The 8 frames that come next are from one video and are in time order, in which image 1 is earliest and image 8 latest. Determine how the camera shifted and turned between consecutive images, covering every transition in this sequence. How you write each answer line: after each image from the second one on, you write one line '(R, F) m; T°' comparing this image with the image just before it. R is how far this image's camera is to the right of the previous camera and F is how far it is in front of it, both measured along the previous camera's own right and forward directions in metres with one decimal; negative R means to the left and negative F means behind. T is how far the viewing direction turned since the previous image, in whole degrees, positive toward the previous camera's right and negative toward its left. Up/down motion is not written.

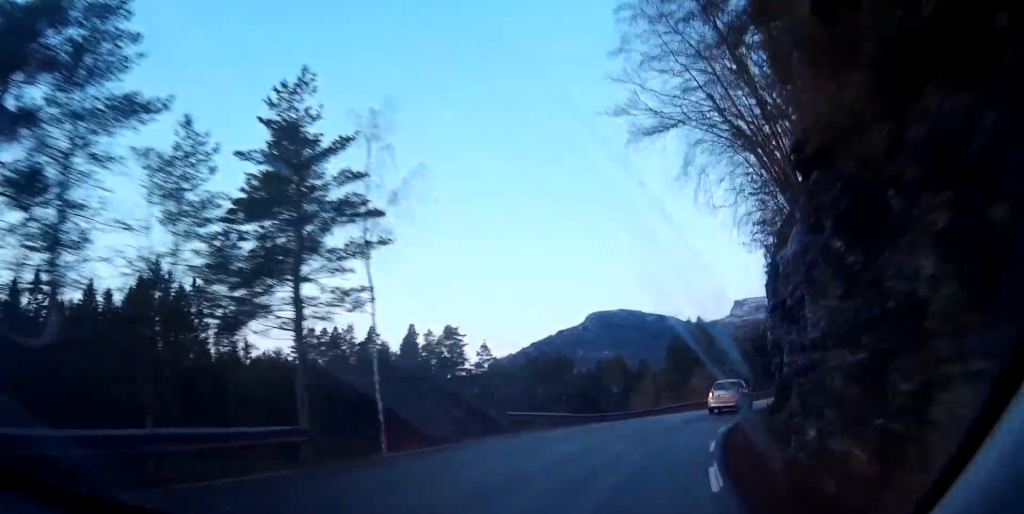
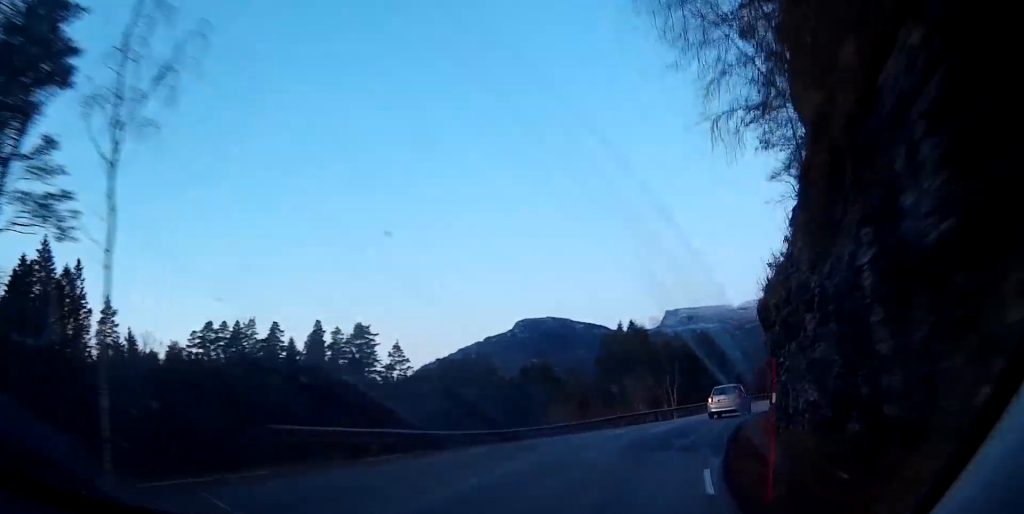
(-0.2, +12.2) m; 0°
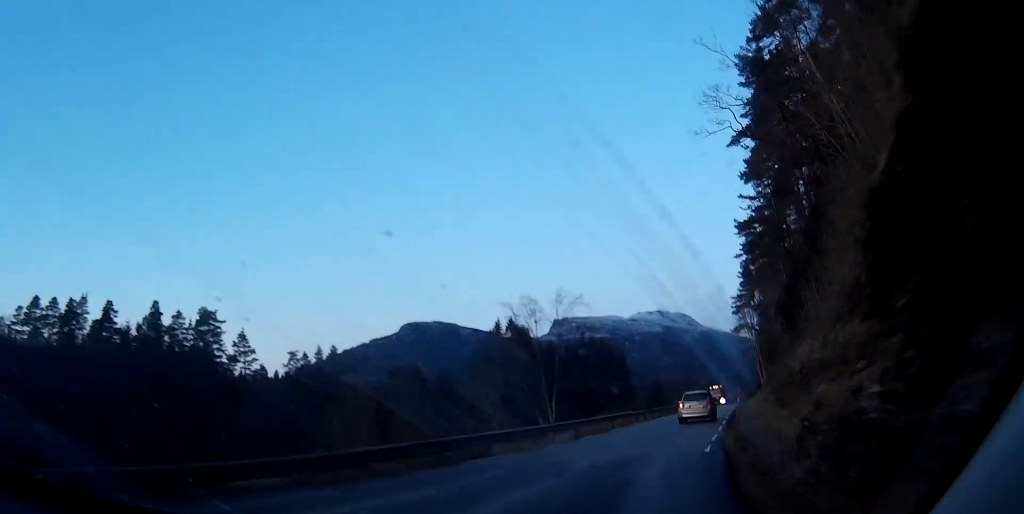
(+0.8, +17.6) m; +6°
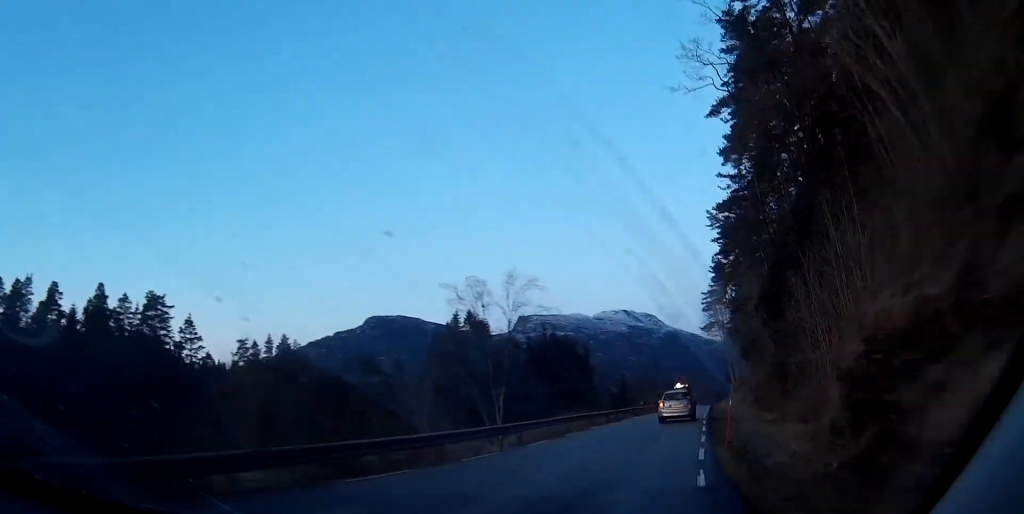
(+0.1, +5.7) m; +2°
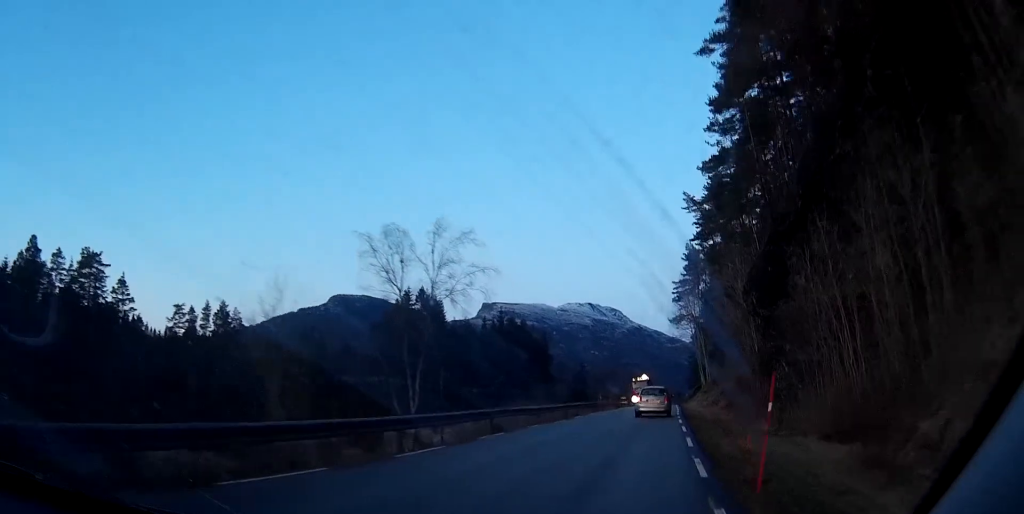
(+0.3, +8.9) m; +2°
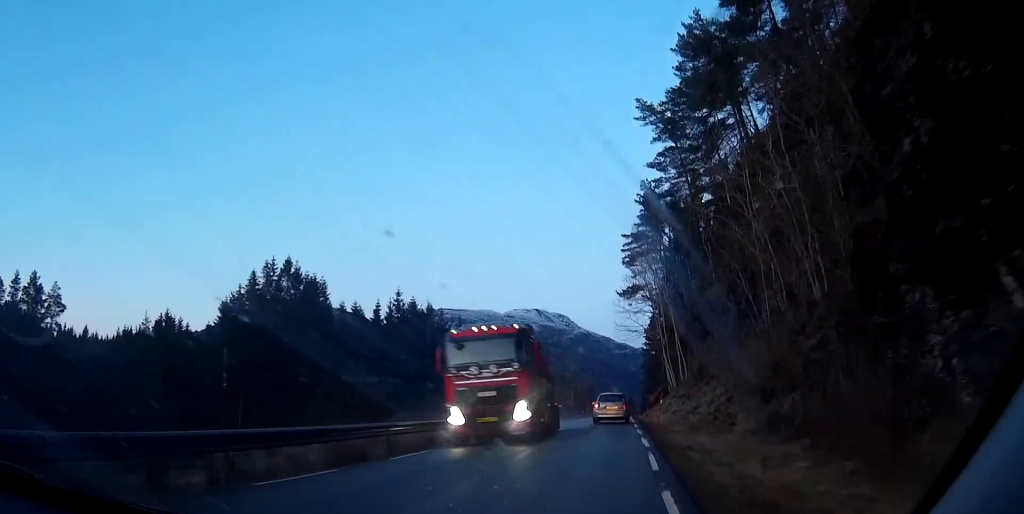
(+0.6, +32.0) m; +1°
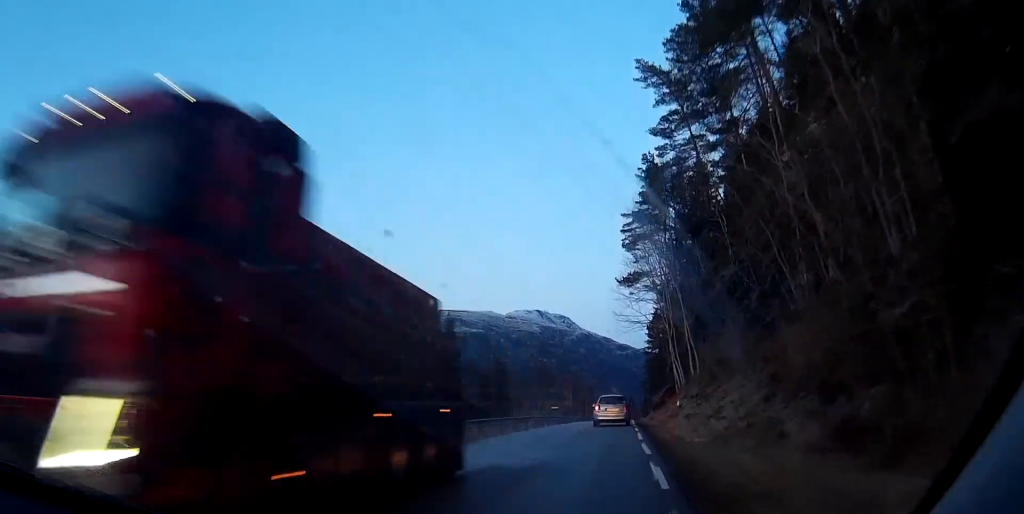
(0.0, +7.7) m; 0°
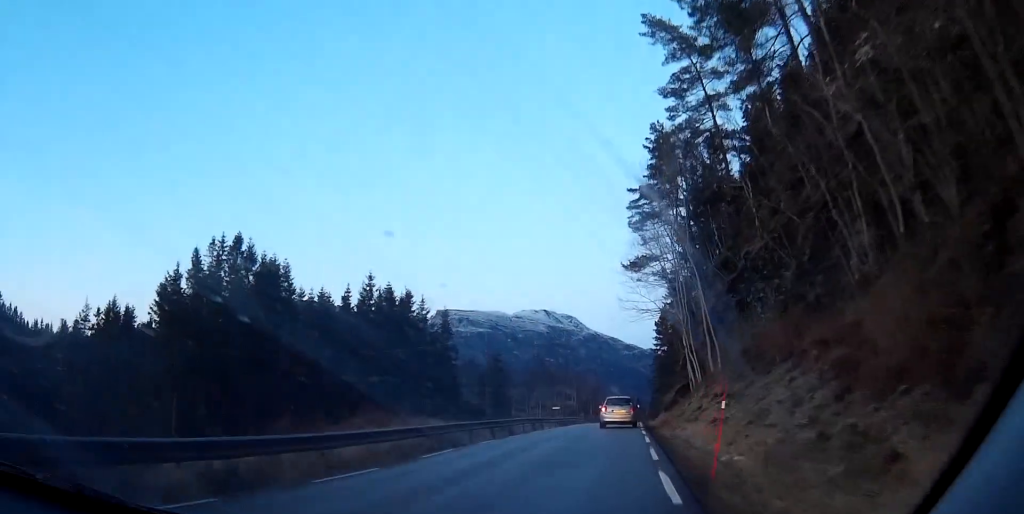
(-0.1, +6.8) m; 0°
